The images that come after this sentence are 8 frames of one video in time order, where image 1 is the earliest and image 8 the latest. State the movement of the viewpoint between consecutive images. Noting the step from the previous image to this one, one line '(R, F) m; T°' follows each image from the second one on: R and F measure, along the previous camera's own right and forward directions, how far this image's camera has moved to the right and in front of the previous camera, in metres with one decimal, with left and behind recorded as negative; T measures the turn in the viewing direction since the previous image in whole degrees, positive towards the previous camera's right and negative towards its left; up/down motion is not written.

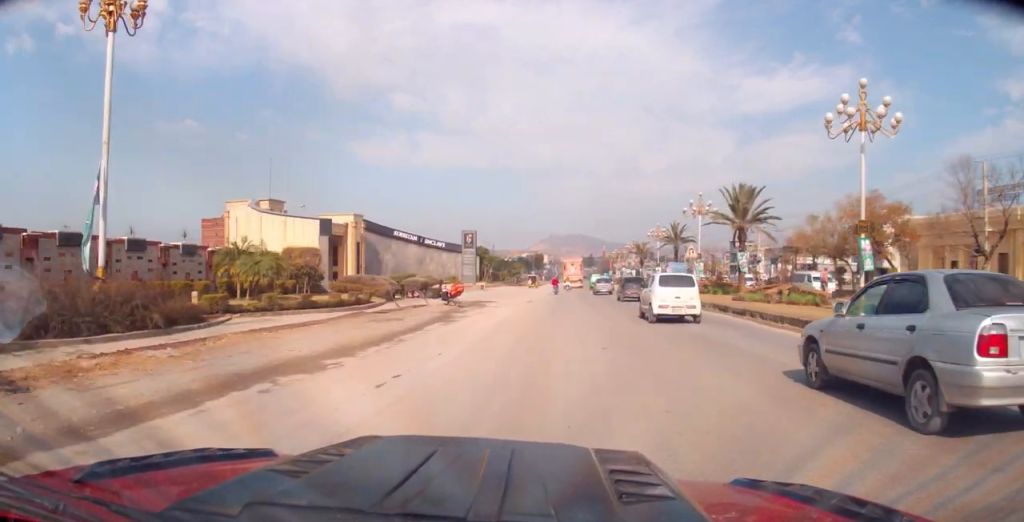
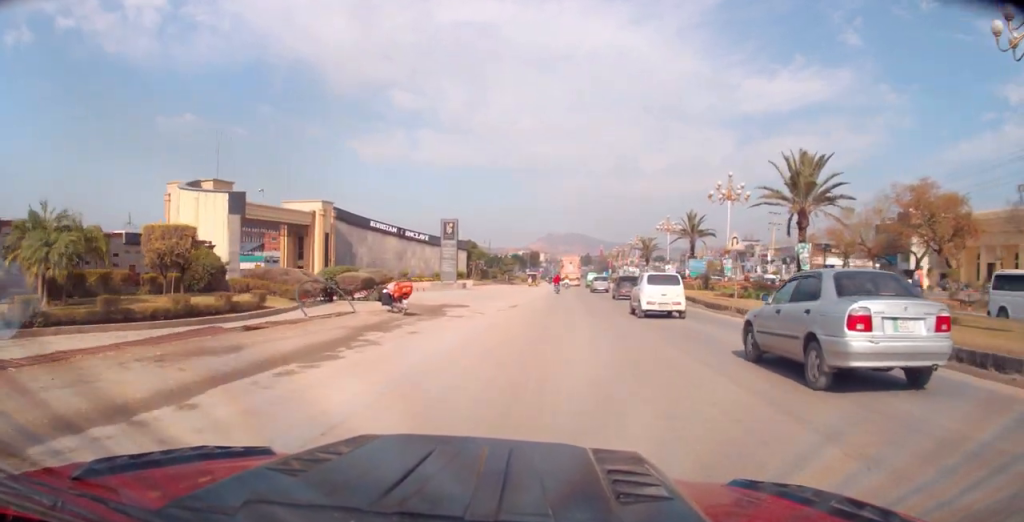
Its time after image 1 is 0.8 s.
(0.0, +10.2) m; 0°
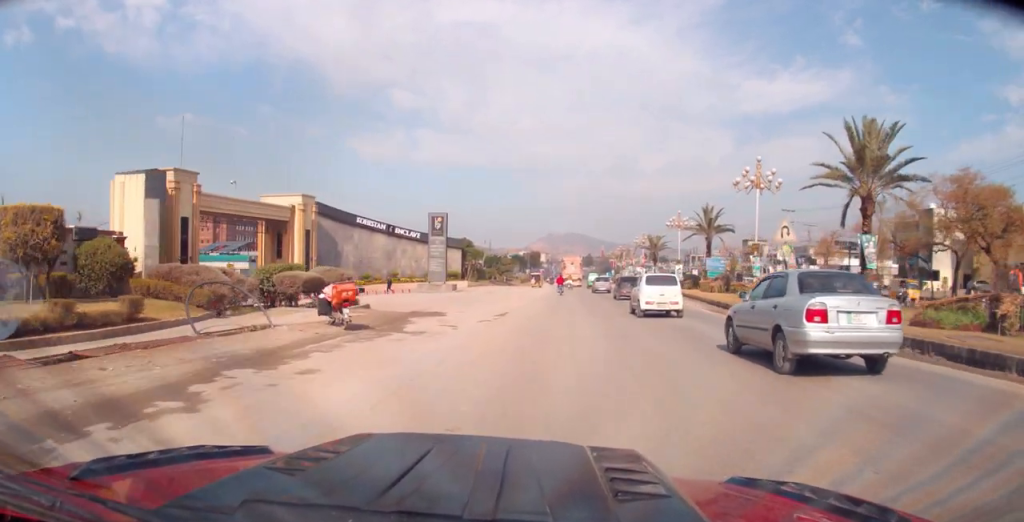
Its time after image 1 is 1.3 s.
(-0.2, +5.7) m; 0°
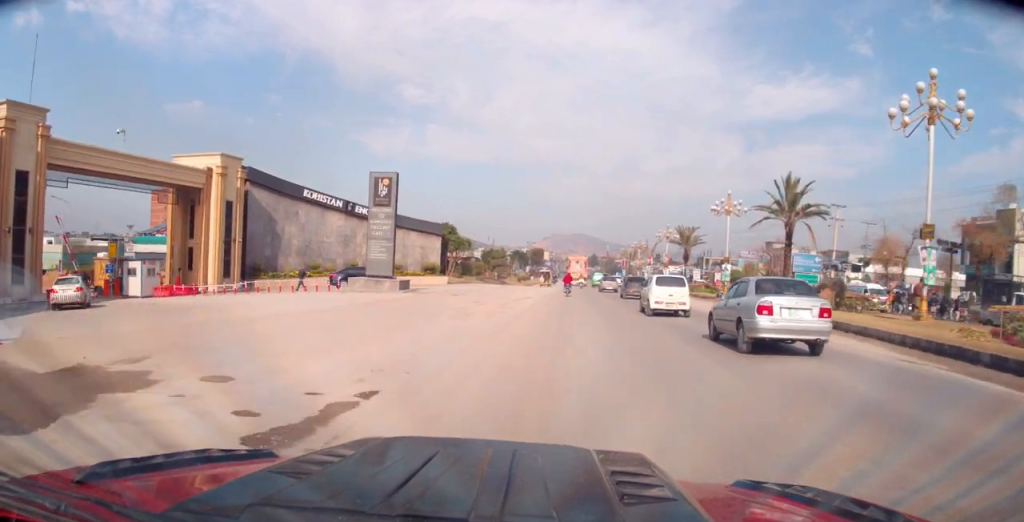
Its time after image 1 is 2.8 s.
(+0.3, +17.6) m; +1°
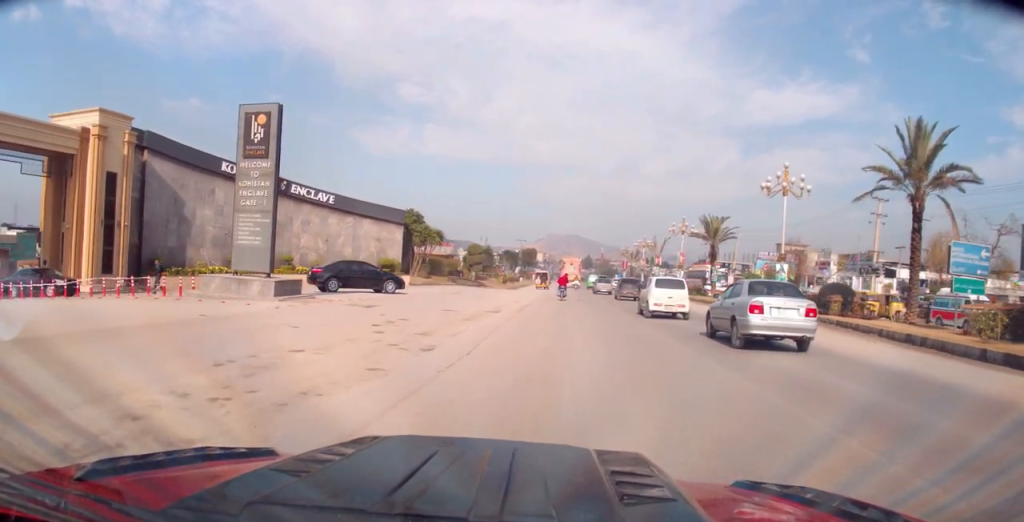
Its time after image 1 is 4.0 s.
(0.0, +14.1) m; 0°
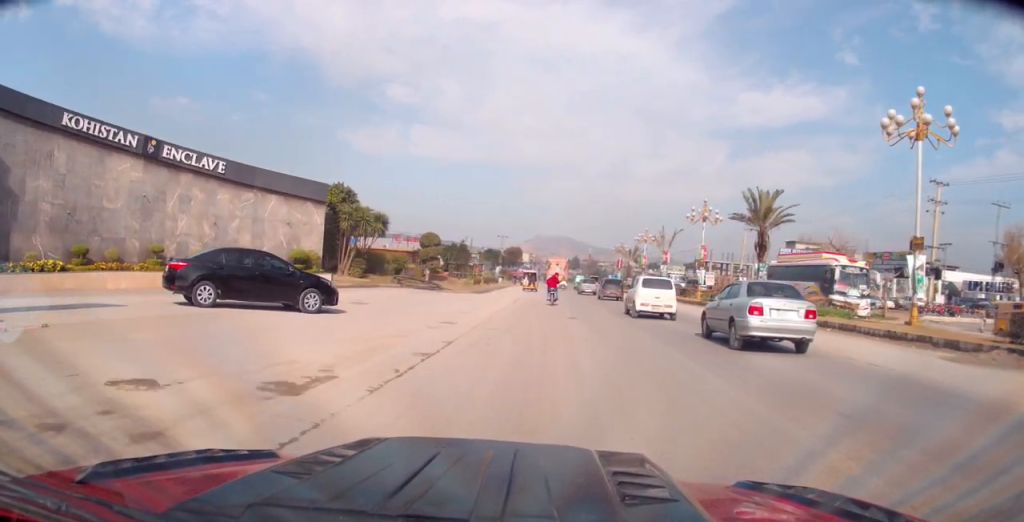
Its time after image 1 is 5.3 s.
(-0.2, +15.5) m; 0°
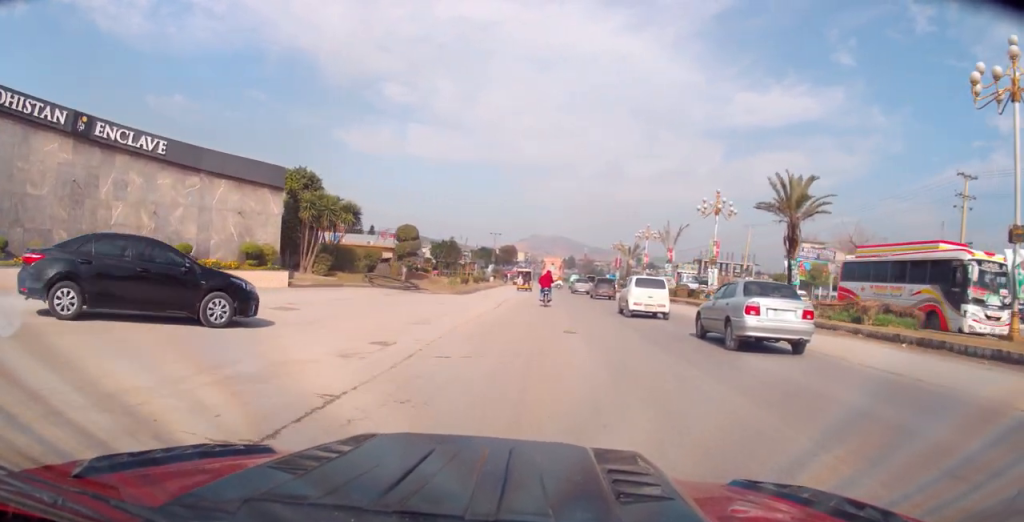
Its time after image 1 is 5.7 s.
(0.0, +5.7) m; 0°
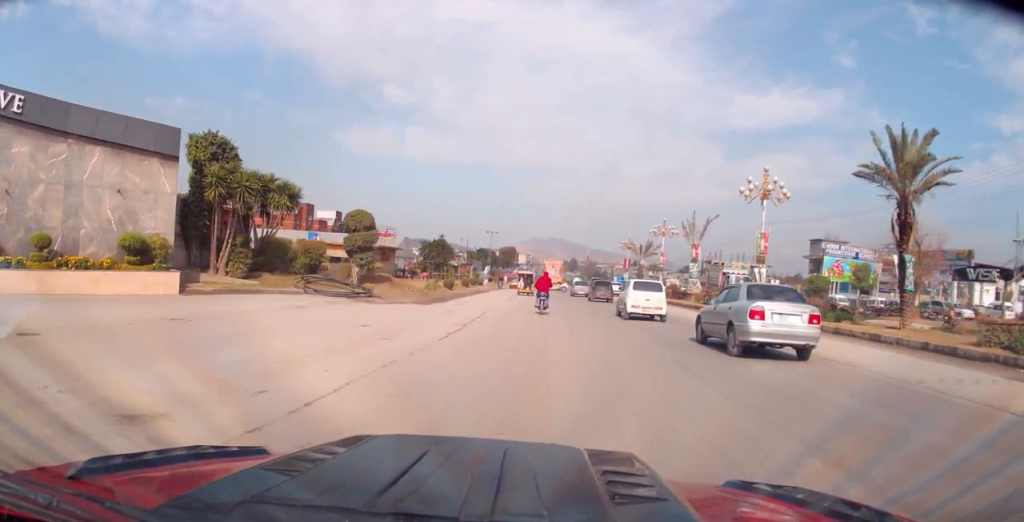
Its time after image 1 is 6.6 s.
(+0.2, +10.3) m; +1°
